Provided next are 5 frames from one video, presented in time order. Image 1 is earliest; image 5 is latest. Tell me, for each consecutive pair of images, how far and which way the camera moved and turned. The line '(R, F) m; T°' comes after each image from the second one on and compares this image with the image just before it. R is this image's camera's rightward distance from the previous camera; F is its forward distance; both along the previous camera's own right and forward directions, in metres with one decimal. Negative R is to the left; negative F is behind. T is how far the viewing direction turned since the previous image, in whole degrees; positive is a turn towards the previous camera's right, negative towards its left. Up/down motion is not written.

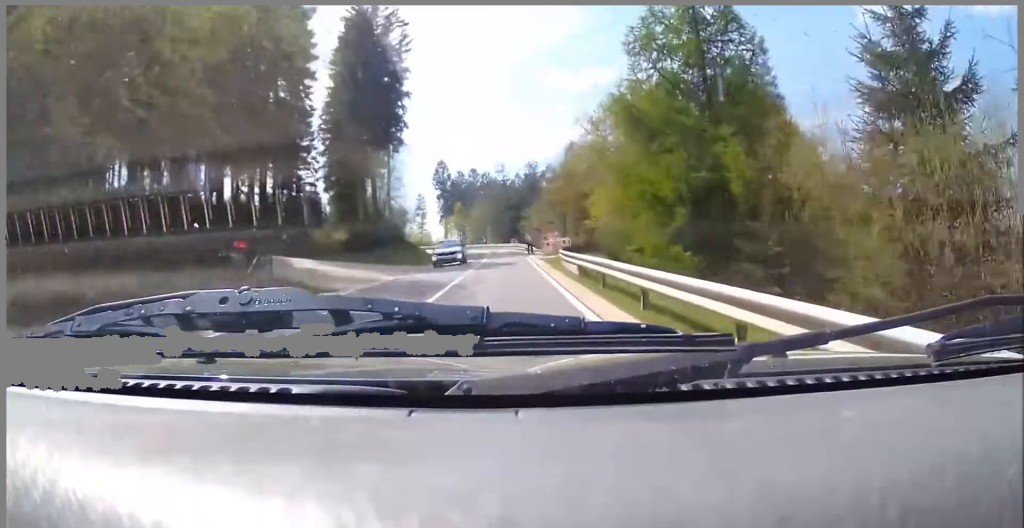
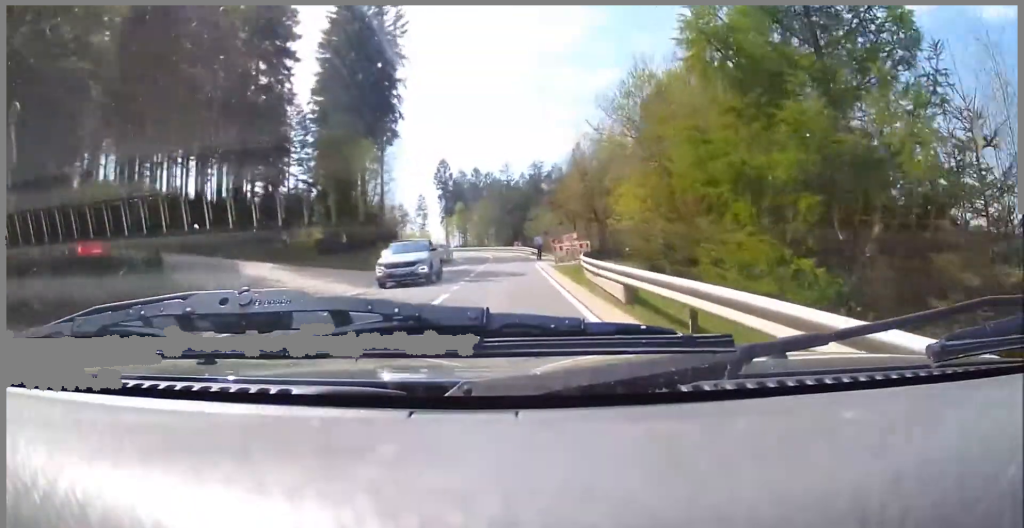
(0.0, +6.5) m; 0°
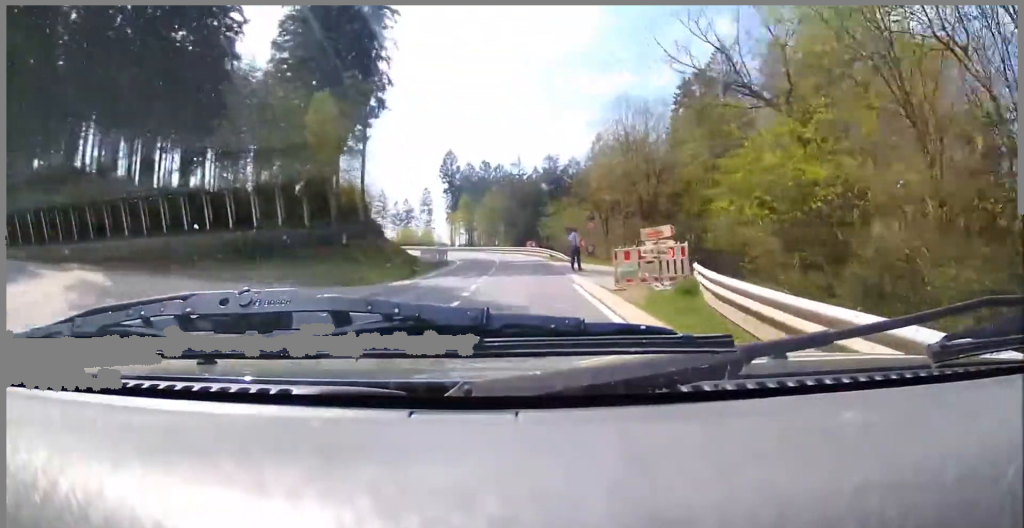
(-0.1, +14.0) m; -1°
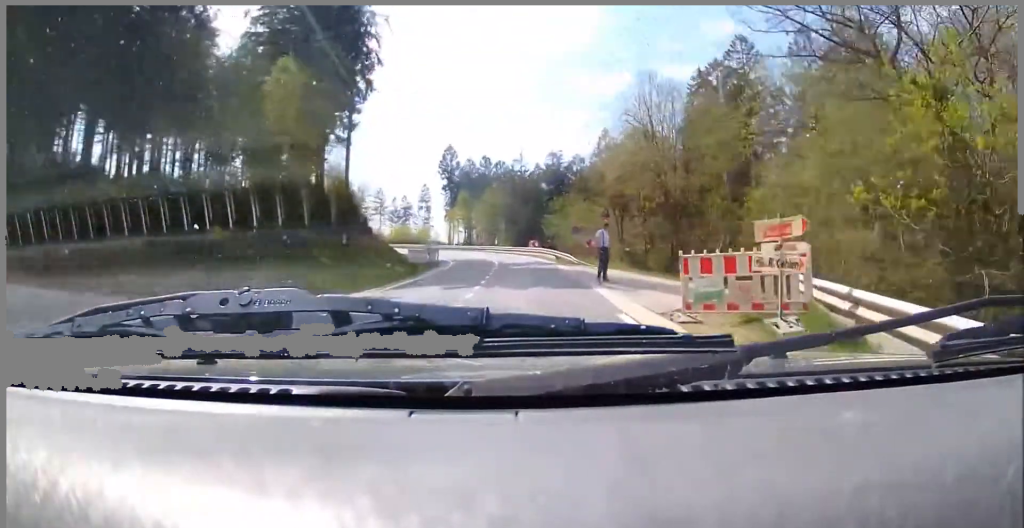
(0.0, +5.8) m; 0°
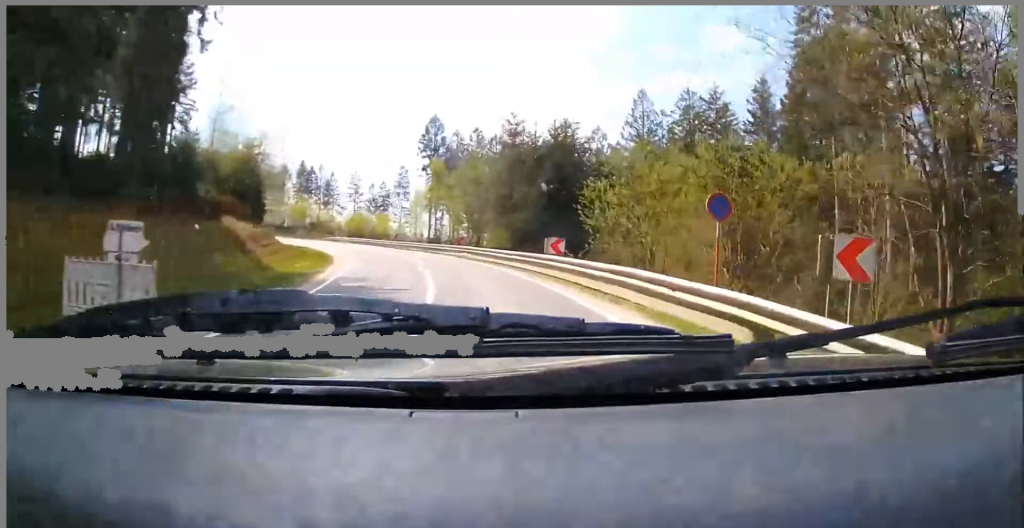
(-1.2, +31.5) m; -7°
